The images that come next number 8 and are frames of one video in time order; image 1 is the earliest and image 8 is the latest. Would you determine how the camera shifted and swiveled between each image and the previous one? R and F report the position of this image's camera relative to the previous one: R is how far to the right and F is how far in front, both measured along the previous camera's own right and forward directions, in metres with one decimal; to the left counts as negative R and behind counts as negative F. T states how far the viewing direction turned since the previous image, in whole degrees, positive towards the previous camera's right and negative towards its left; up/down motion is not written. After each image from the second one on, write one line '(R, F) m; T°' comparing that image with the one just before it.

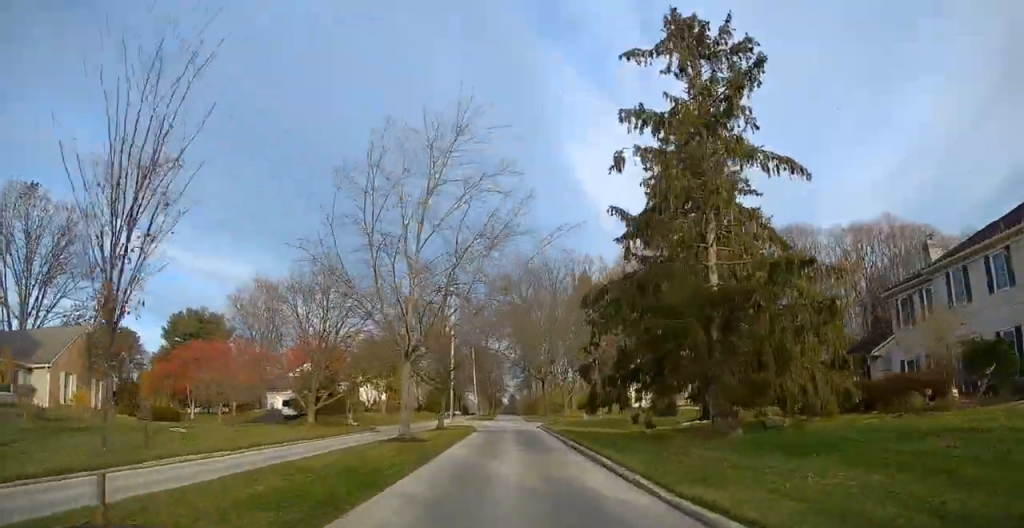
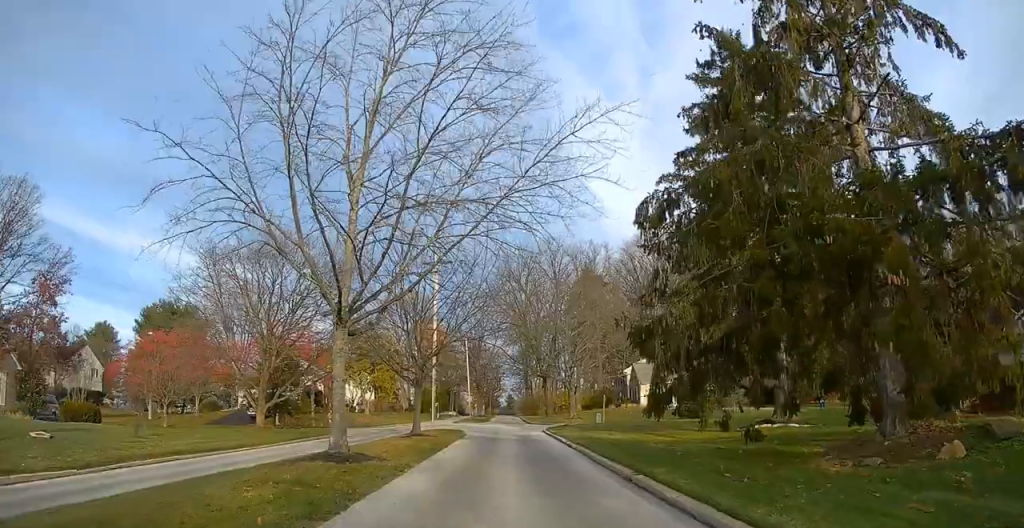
(0.0, +9.3) m; 0°
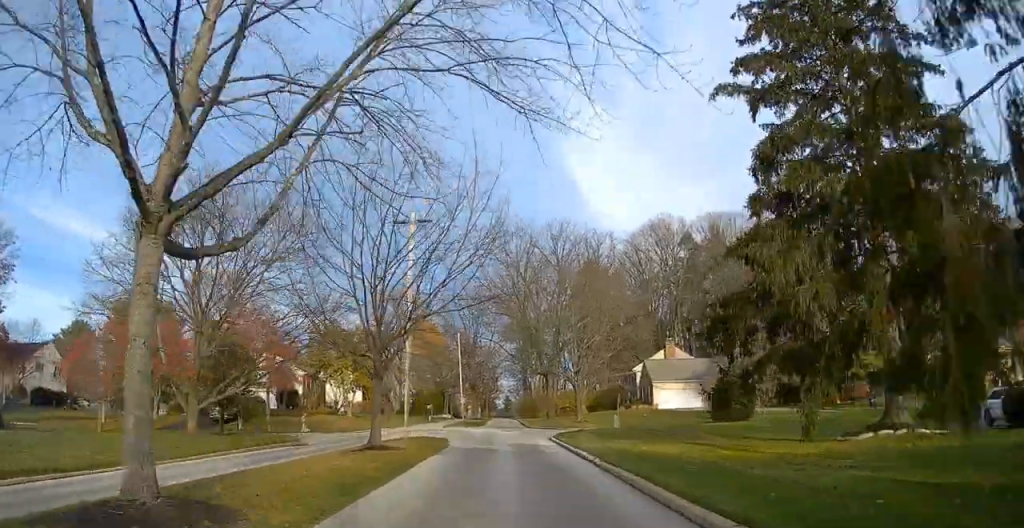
(0.0, +8.2) m; 0°
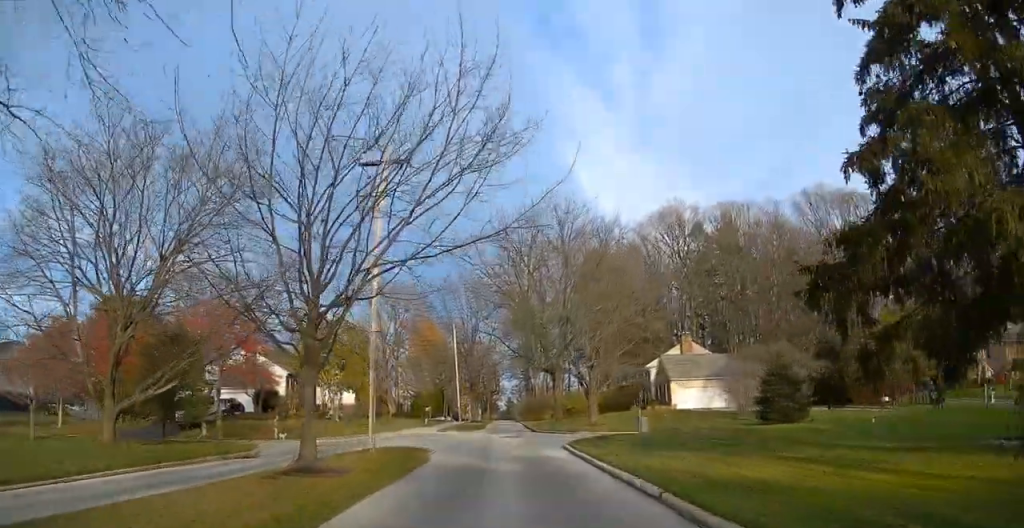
(0.0, +7.1) m; +3°
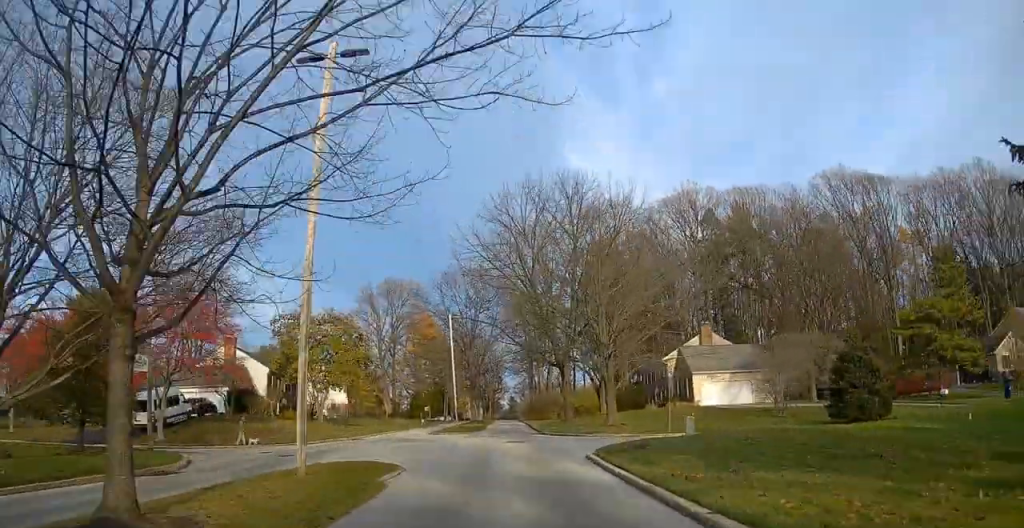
(0.0, +6.5) m; +3°
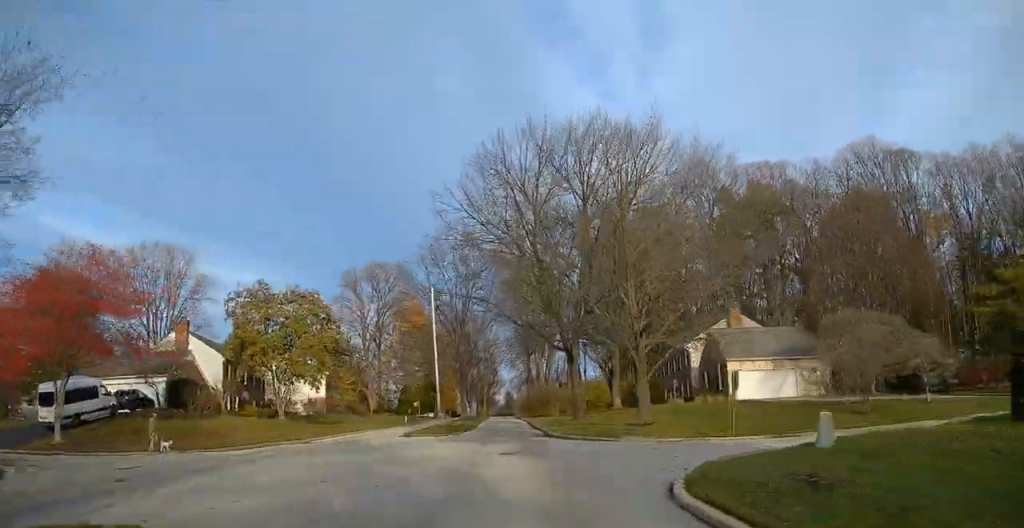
(+0.6, +9.3) m; +5°
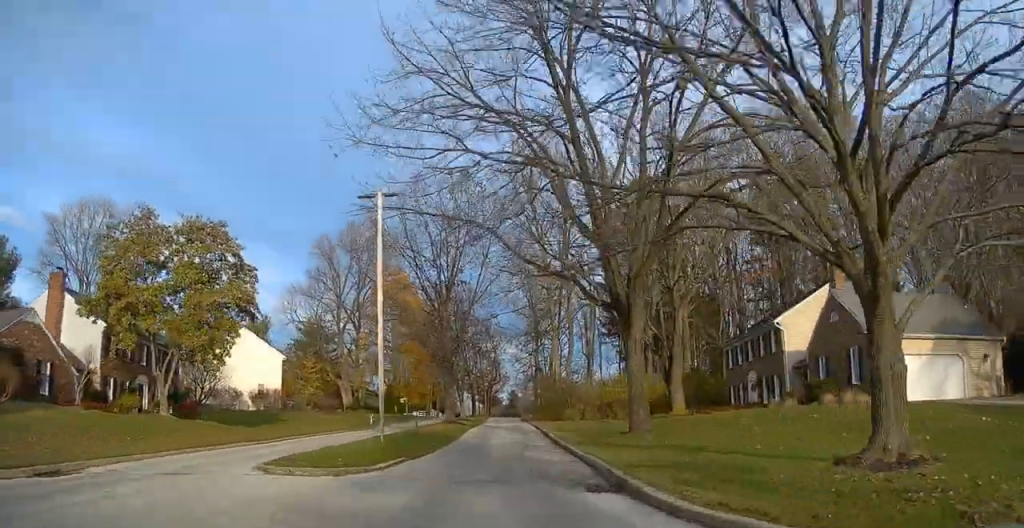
(-1.2, +17.8) m; -13°
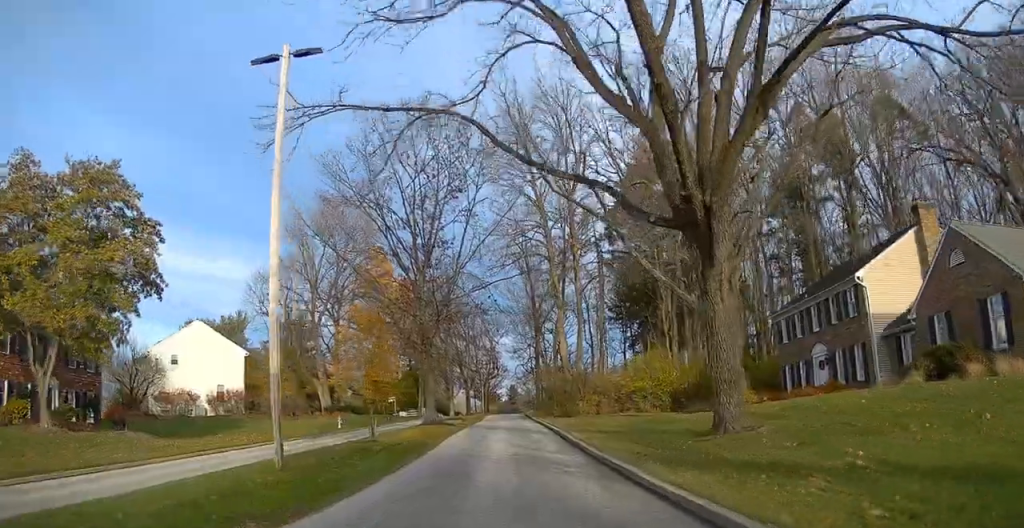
(-0.8, +11.3) m; -5°
